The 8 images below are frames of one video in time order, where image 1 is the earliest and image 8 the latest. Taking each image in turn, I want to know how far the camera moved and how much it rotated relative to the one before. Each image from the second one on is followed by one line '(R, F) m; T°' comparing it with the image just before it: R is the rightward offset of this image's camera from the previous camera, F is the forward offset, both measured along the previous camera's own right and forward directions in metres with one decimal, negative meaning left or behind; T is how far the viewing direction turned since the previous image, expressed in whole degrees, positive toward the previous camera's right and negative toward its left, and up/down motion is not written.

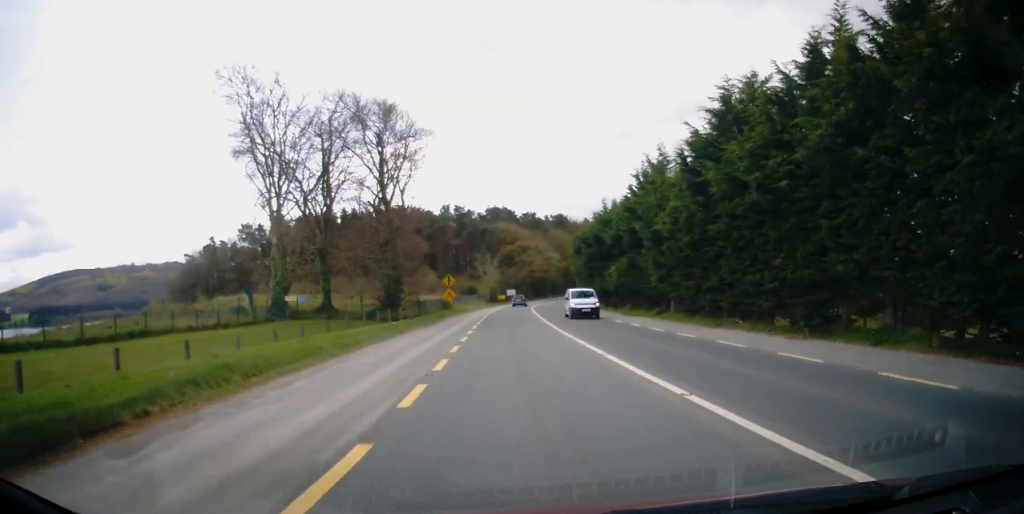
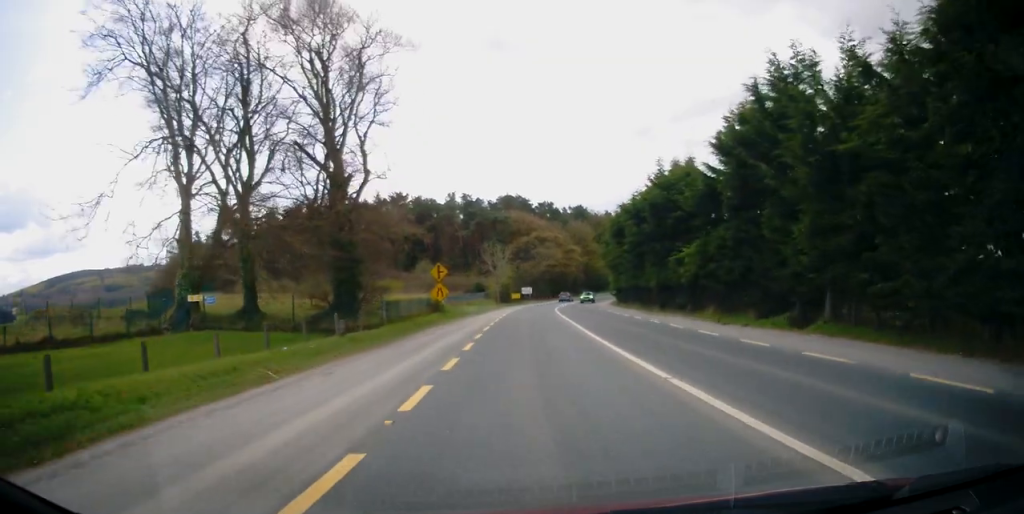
(-0.1, +15.5) m; -2°
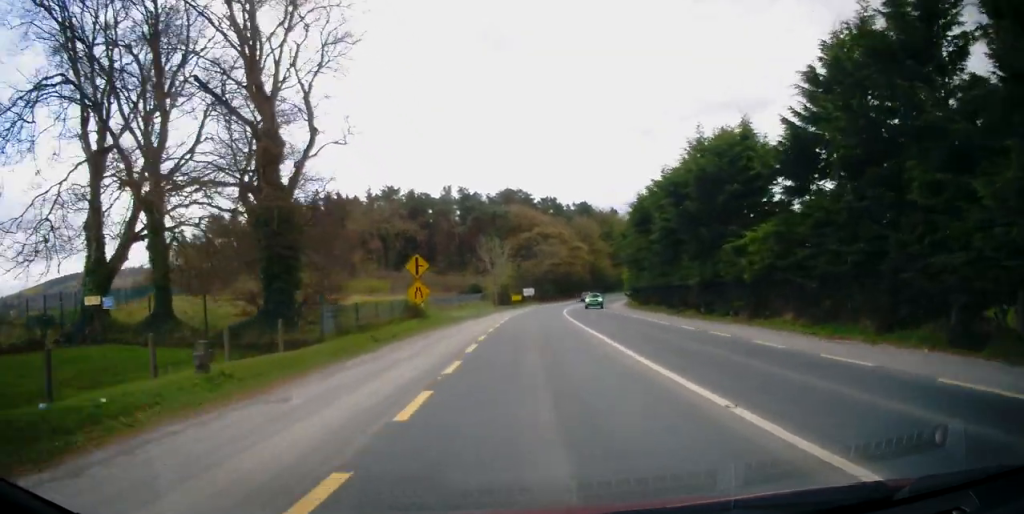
(-0.1, +8.3) m; 0°
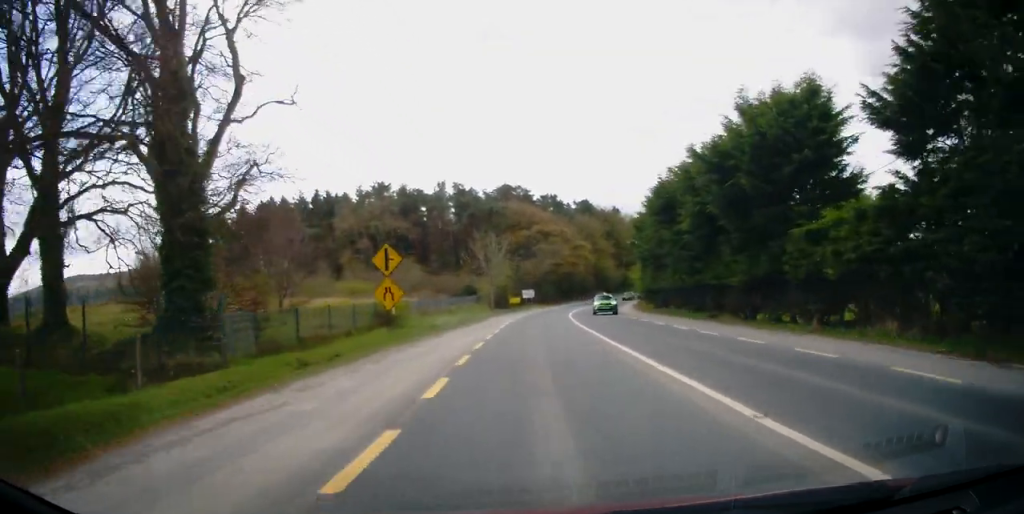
(0.0, +6.2) m; 0°
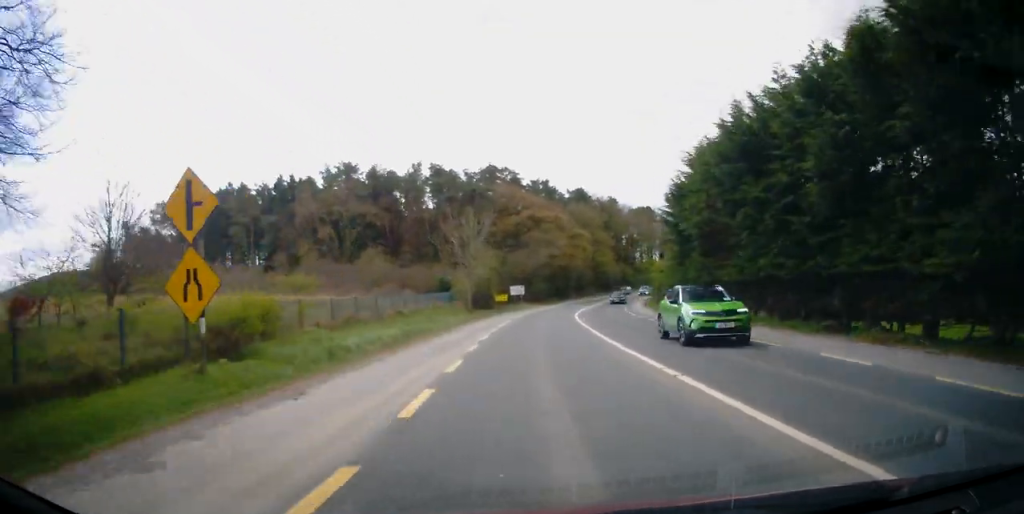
(+0.1, +13.1) m; +1°
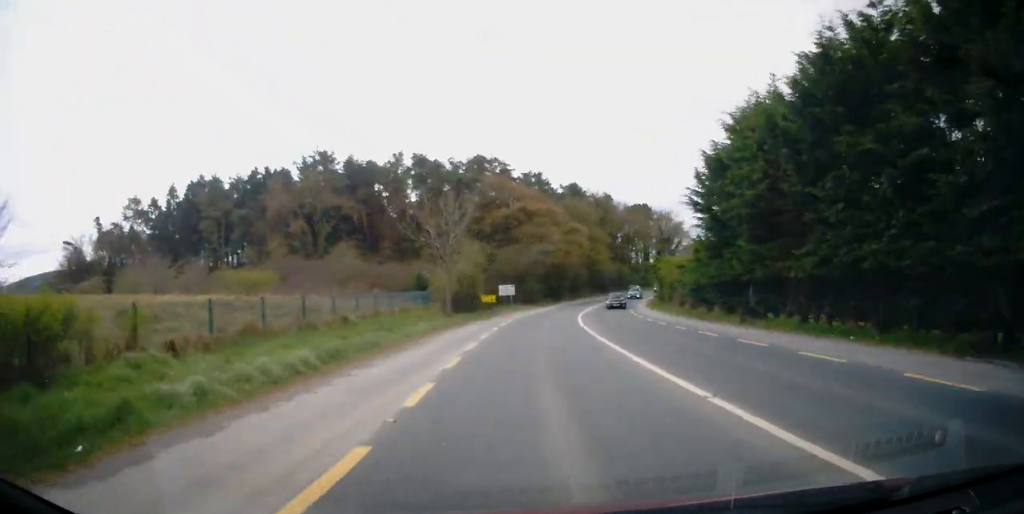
(-0.1, +7.3) m; +1°
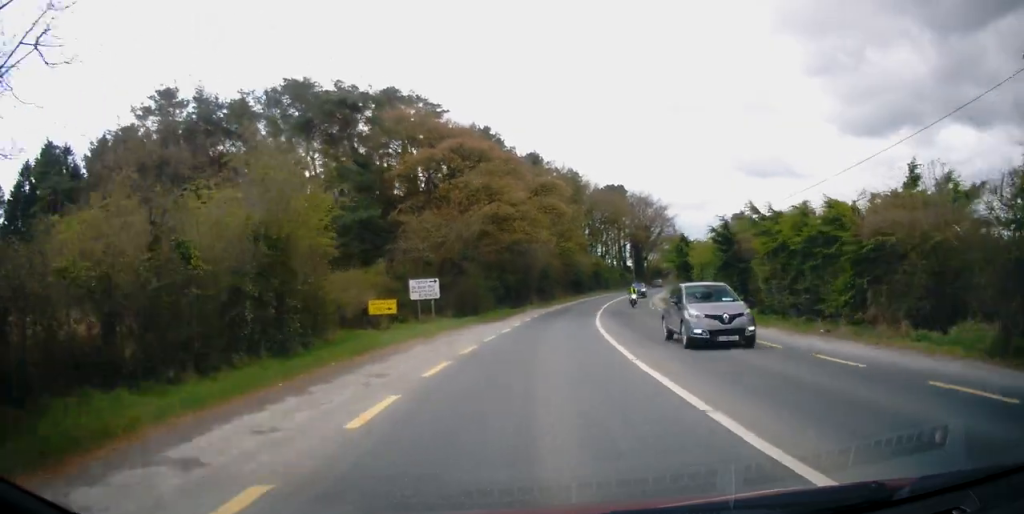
(+1.2, +29.2) m; +4°
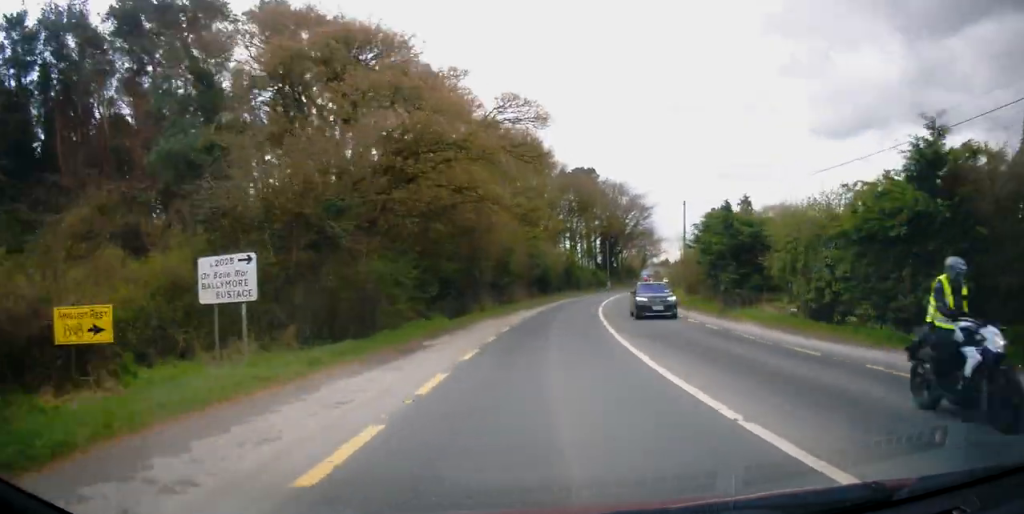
(+0.2, +17.9) m; +3°
